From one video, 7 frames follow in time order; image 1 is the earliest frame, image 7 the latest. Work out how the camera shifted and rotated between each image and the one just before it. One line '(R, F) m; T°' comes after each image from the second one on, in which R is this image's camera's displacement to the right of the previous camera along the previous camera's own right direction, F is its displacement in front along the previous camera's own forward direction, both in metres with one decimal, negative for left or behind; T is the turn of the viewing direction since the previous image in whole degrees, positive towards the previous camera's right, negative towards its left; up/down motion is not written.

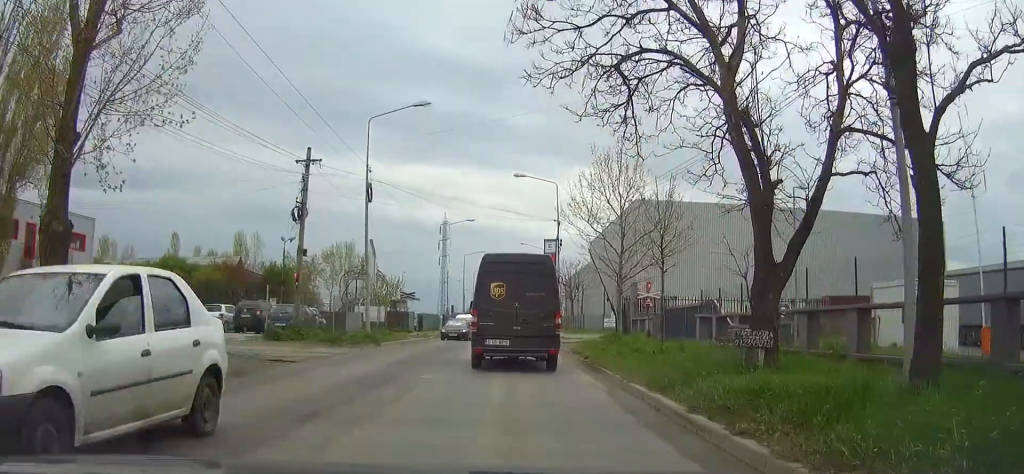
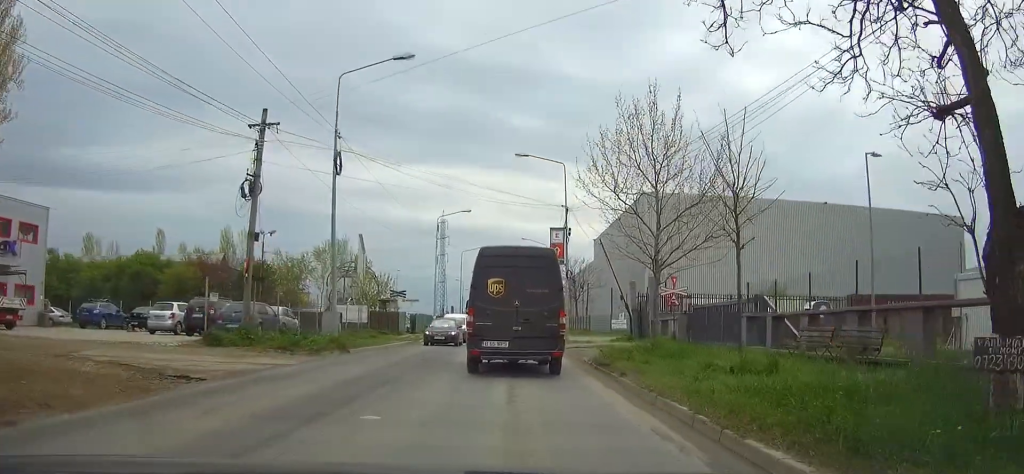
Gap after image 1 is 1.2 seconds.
(+0.2, +5.3) m; +2°
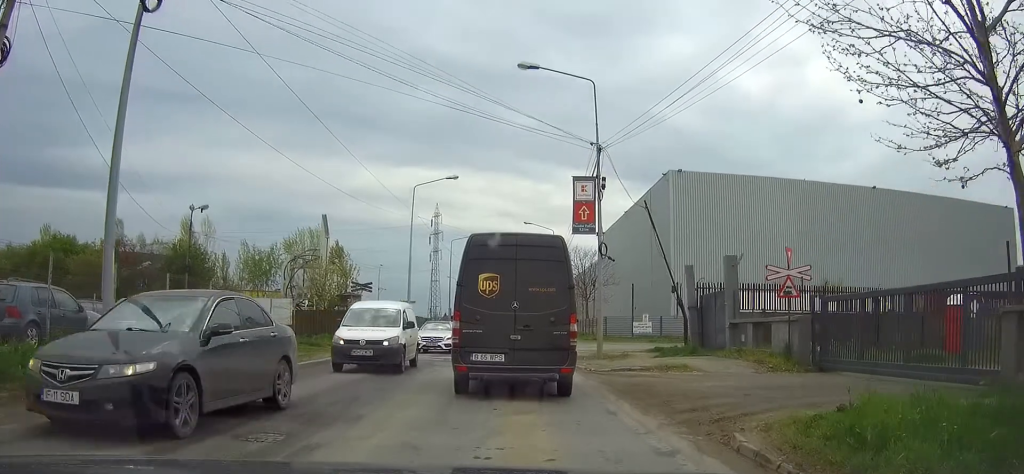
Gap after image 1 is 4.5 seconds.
(+0.3, +13.8) m; -2°
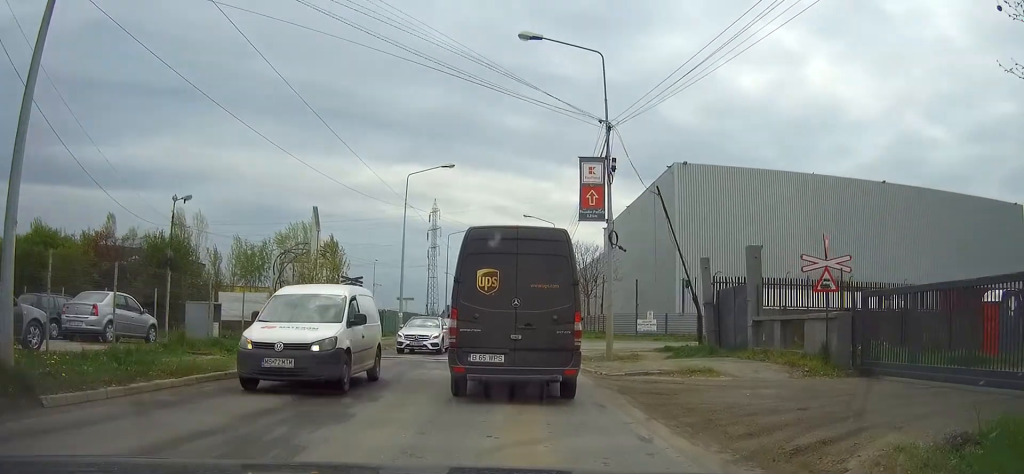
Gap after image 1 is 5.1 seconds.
(-0.2, +2.4) m; -3°
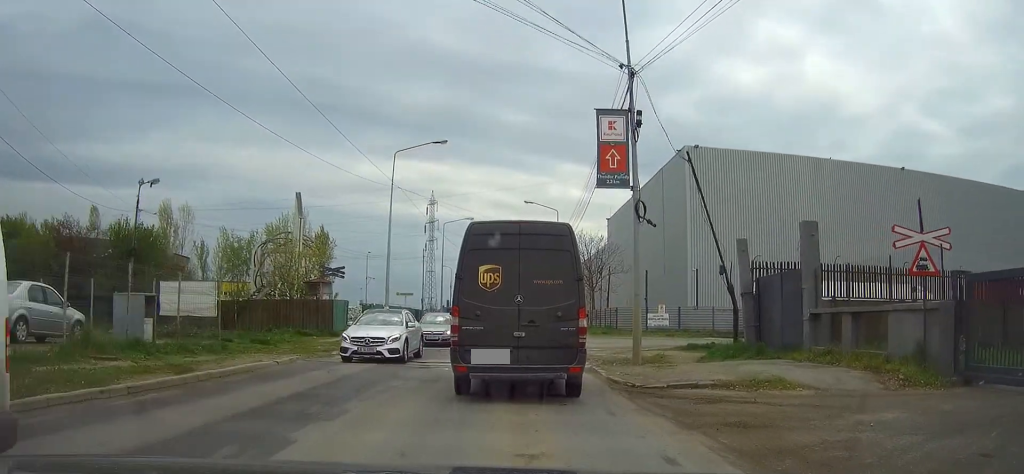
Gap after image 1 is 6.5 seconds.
(+0.1, +4.8) m; -1°
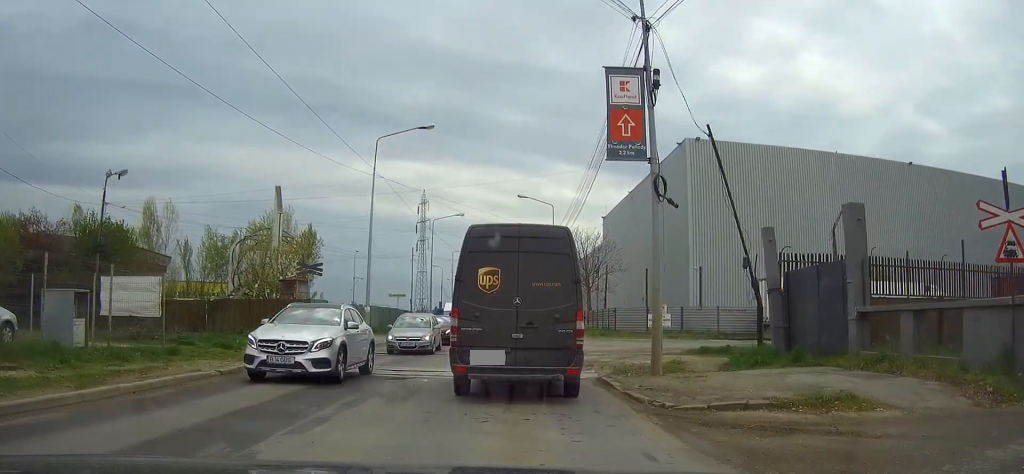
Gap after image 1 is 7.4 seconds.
(-0.1, +3.2) m; -2°
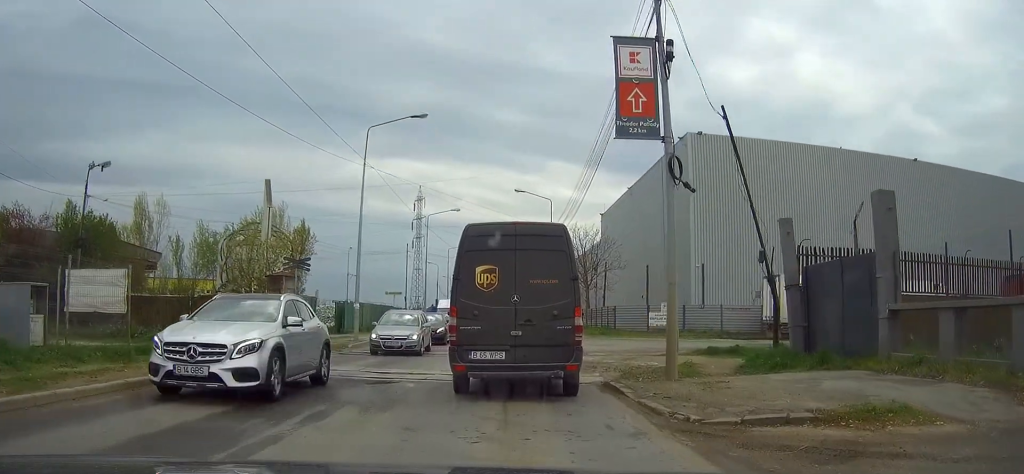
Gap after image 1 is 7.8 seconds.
(0.0, +1.5) m; 0°
